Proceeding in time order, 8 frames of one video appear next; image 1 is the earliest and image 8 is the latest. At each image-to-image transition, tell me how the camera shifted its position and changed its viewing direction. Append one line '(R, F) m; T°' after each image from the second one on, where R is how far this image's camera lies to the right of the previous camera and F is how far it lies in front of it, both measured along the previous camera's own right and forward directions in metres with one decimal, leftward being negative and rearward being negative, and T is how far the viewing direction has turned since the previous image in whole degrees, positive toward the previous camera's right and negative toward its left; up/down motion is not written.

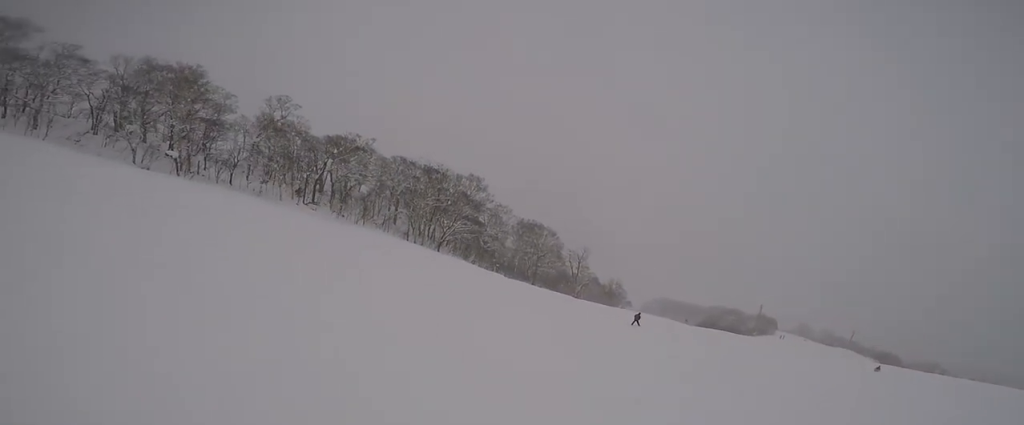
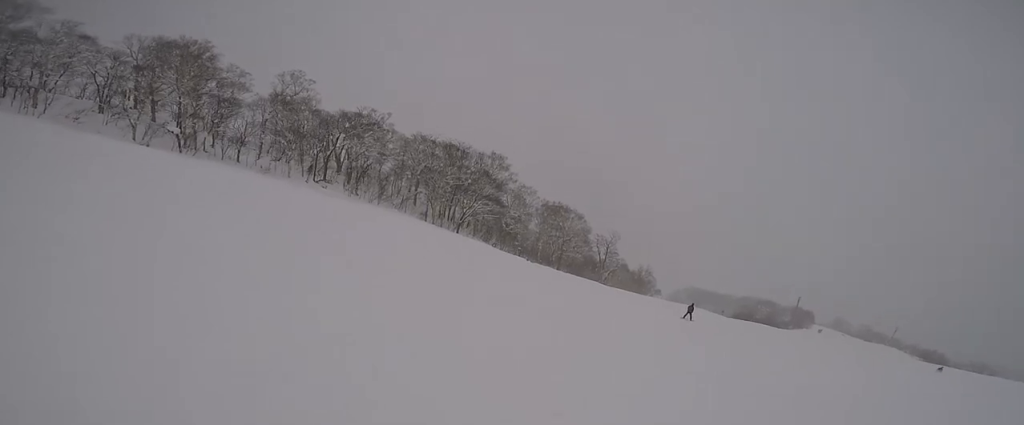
(-1.0, +3.9) m; +8°
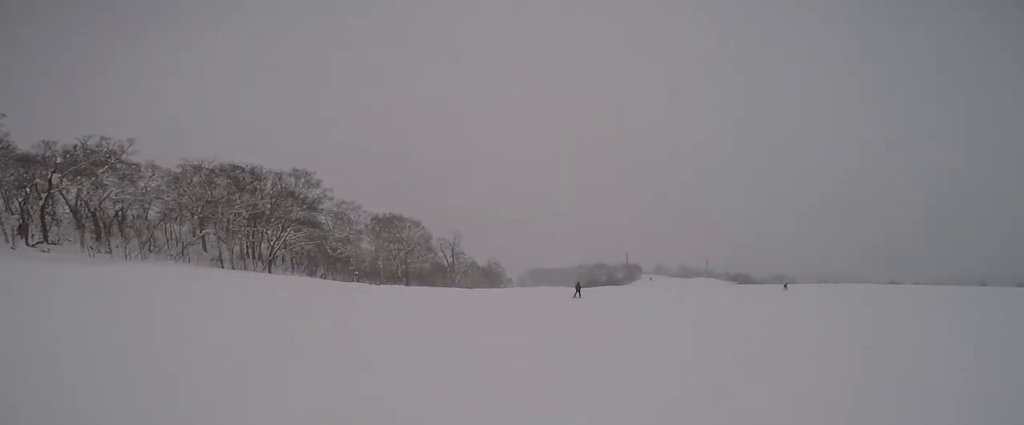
(+1.7, +5.8) m; +20°
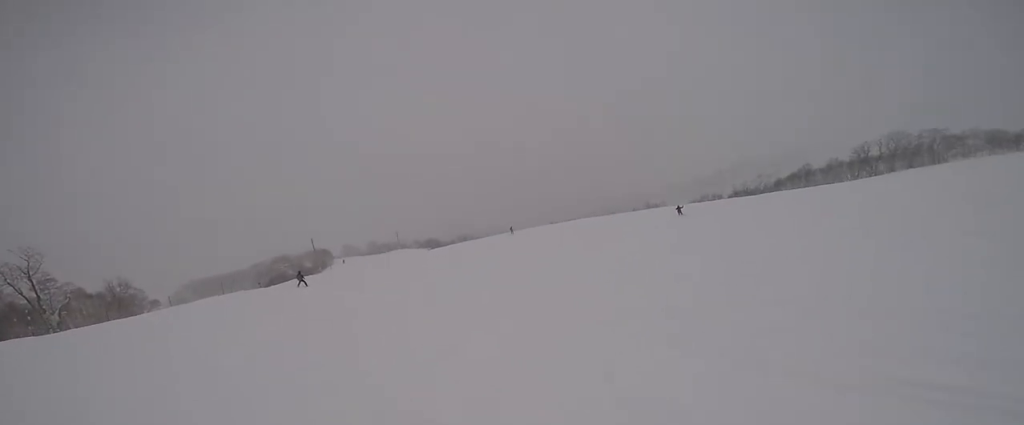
(+2.9, +11.2) m; +31°
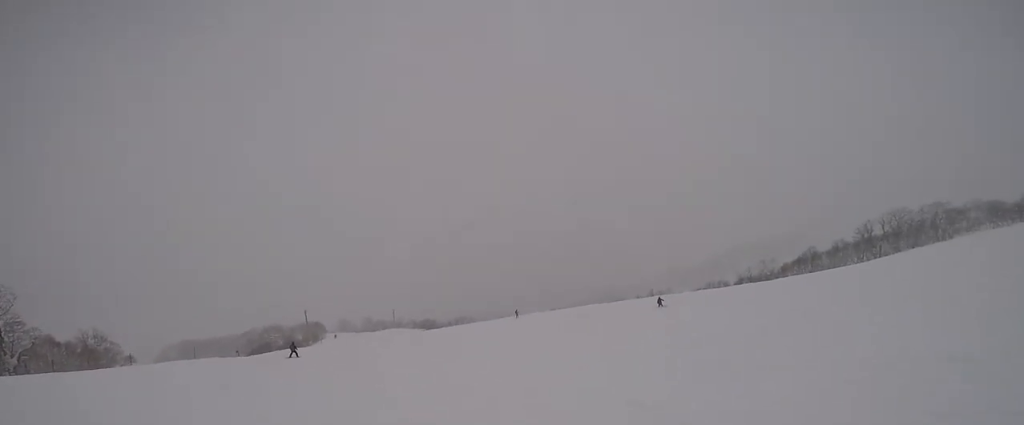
(+0.8, +3.6) m; +9°
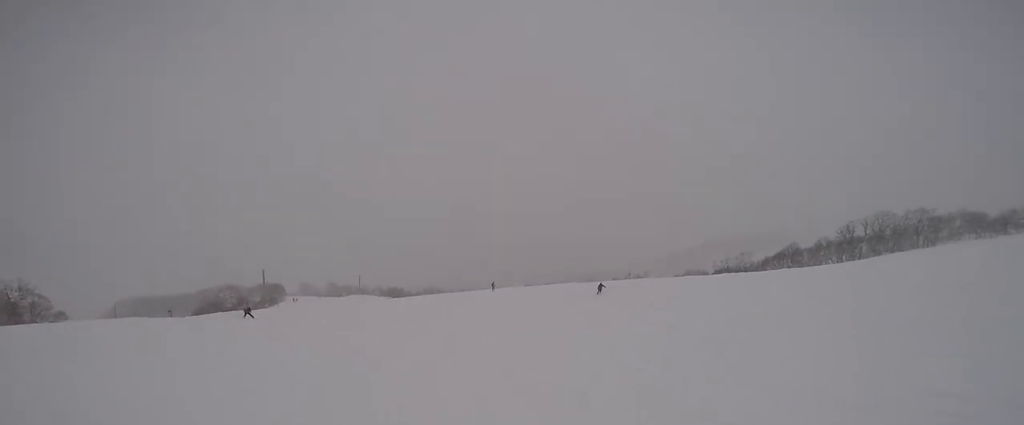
(+0.3, +4.5) m; +4°
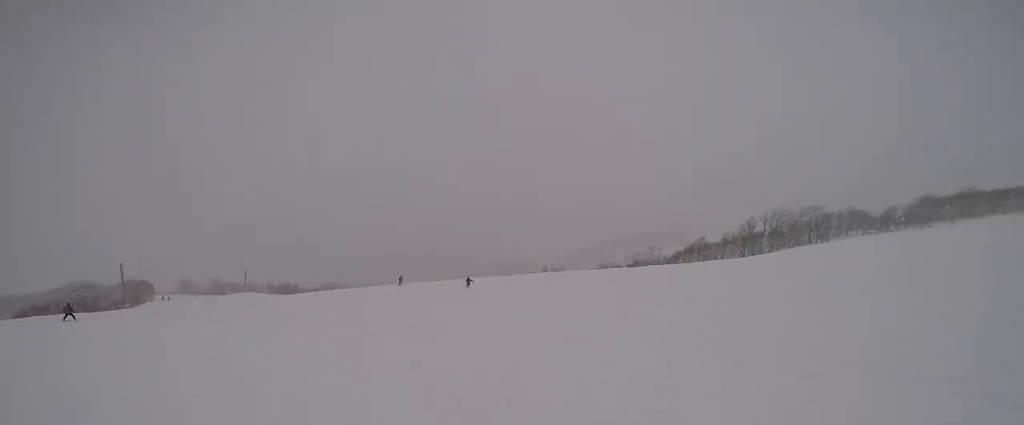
(0.0, +6.8) m; -4°
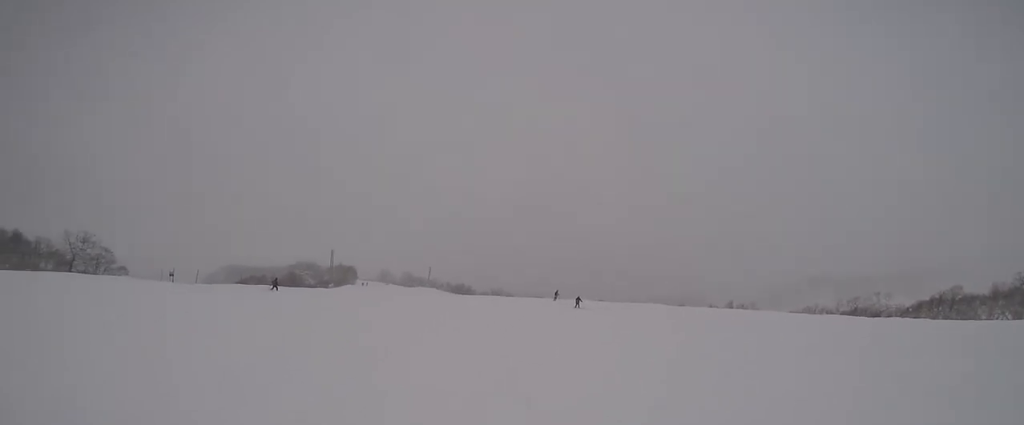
(-0.3, +6.8) m; -12°
